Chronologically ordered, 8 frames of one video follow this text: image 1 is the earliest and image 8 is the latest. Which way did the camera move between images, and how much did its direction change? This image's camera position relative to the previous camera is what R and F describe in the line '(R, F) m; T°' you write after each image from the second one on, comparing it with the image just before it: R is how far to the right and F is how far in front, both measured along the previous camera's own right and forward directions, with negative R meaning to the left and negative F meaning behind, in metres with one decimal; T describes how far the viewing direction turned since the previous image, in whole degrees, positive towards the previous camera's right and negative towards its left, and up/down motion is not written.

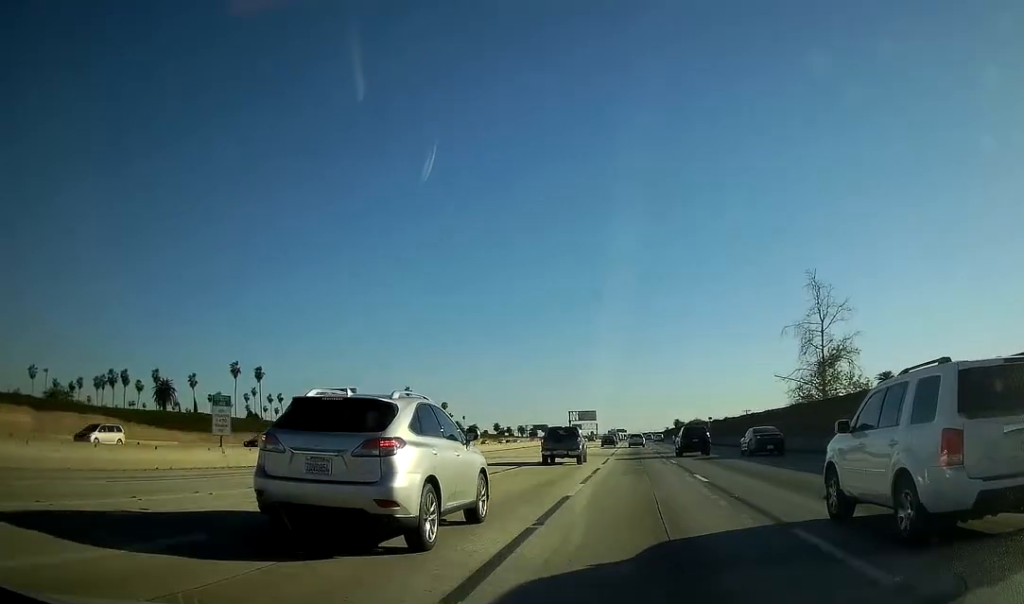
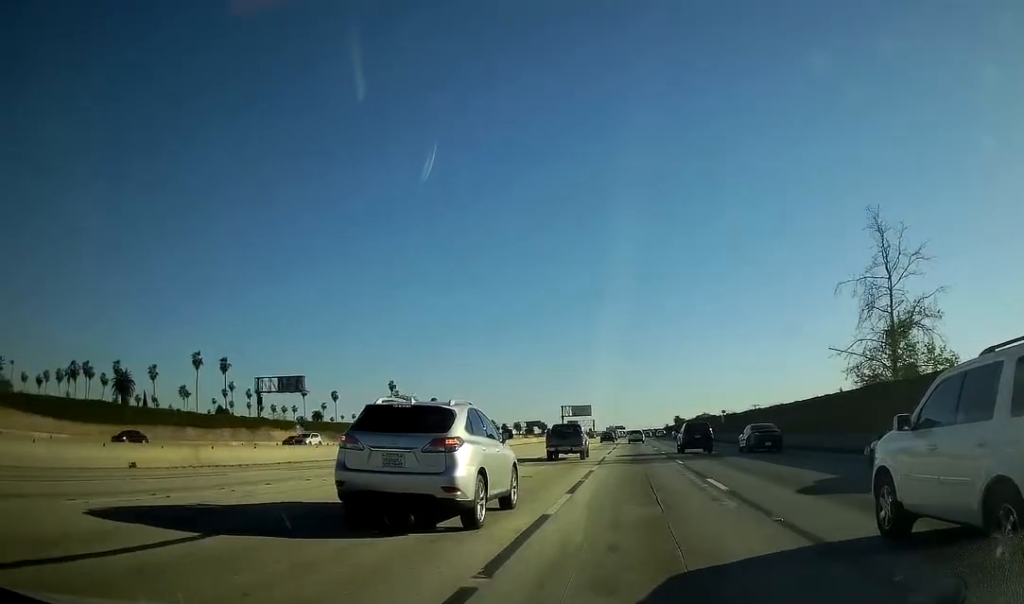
(0.0, +19.0) m; 0°
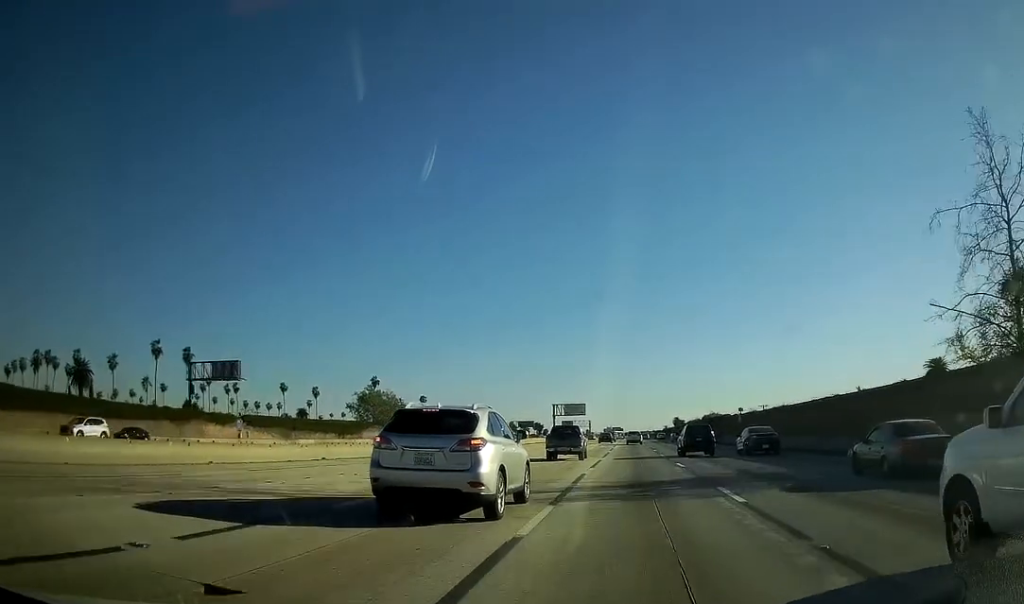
(0.0, +17.3) m; 0°
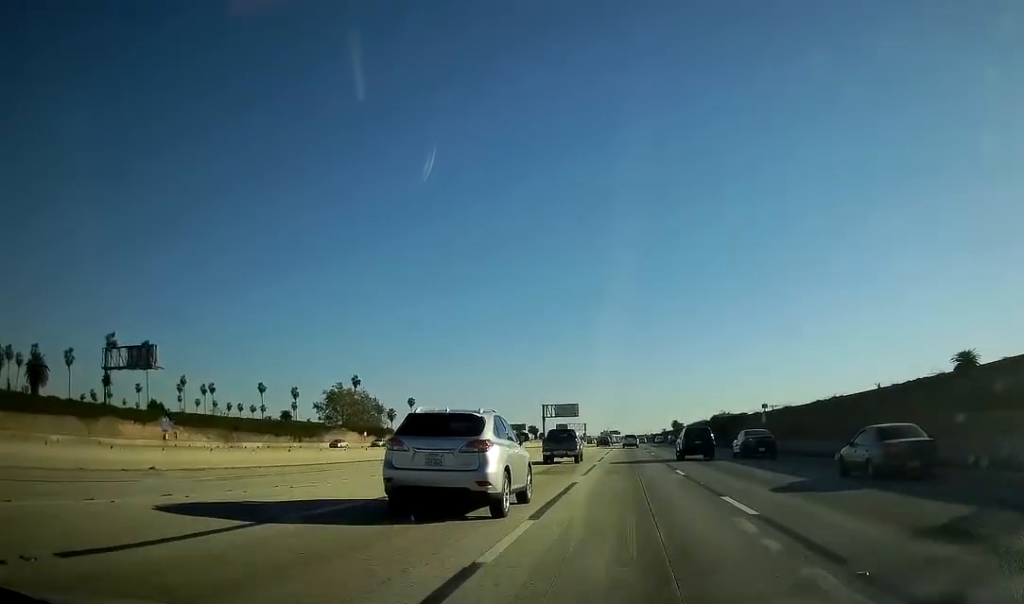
(0.0, +15.6) m; 0°
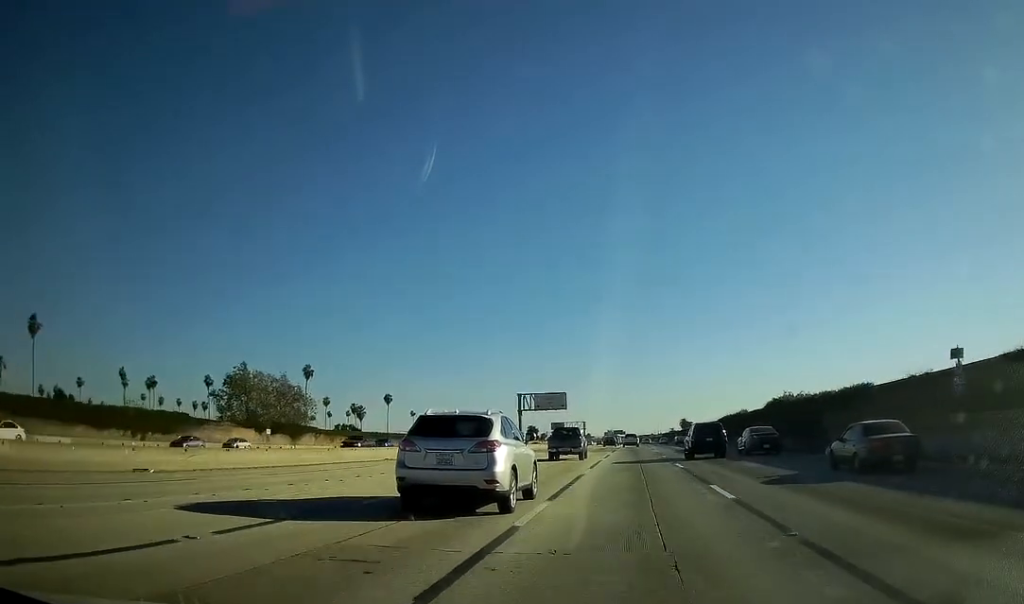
(-0.1, +39.3) m; 0°
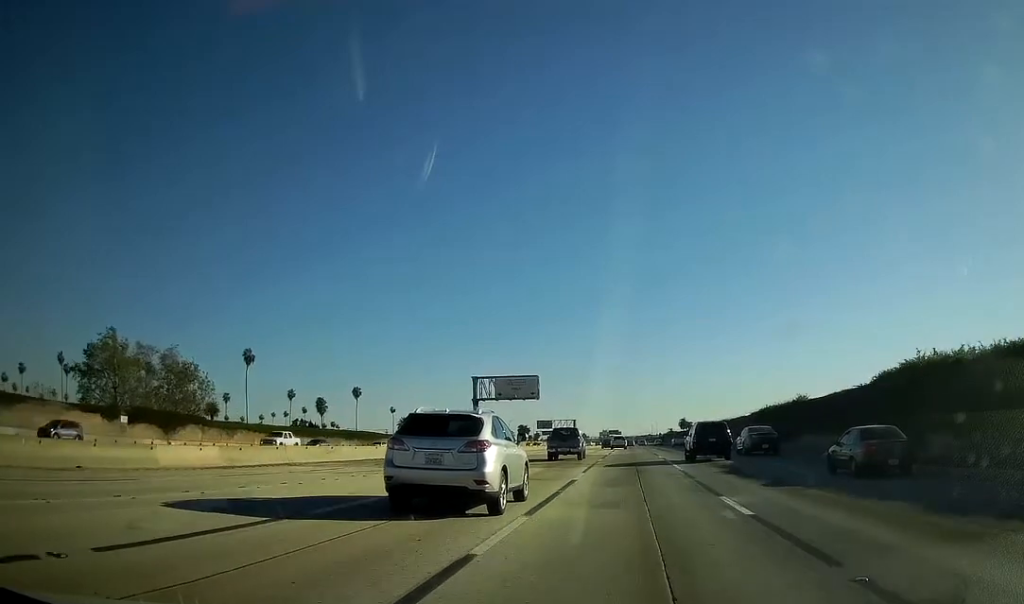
(0.0, +29.3) m; 0°
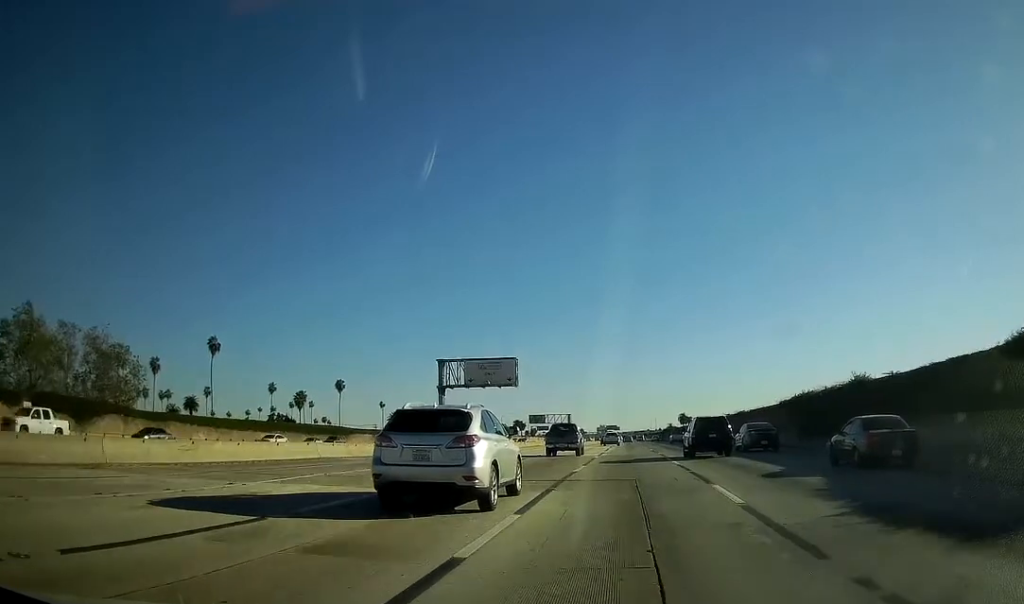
(0.0, +13.4) m; 0°
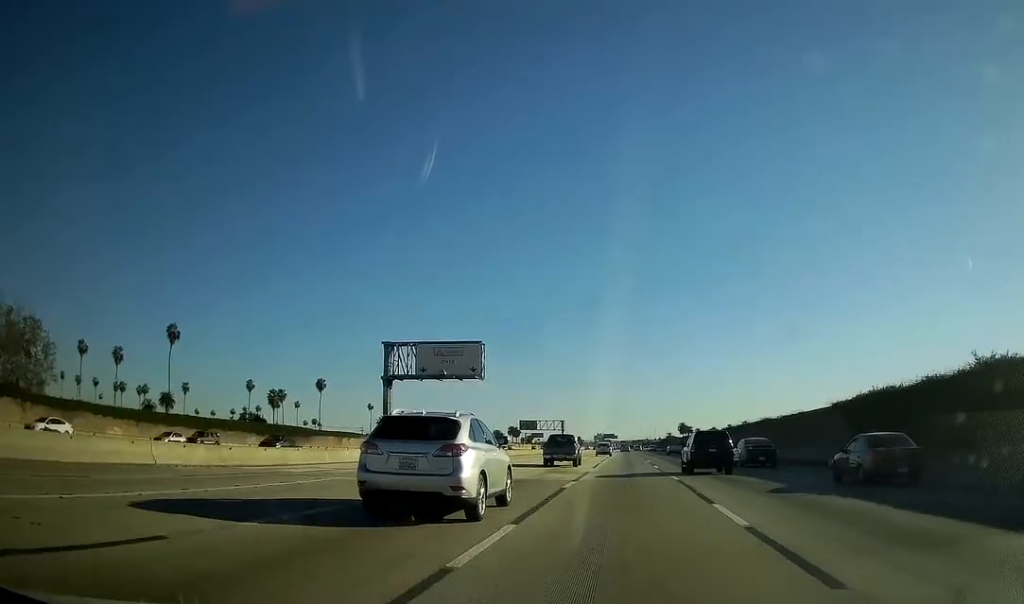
(0.0, +15.4) m; 0°
